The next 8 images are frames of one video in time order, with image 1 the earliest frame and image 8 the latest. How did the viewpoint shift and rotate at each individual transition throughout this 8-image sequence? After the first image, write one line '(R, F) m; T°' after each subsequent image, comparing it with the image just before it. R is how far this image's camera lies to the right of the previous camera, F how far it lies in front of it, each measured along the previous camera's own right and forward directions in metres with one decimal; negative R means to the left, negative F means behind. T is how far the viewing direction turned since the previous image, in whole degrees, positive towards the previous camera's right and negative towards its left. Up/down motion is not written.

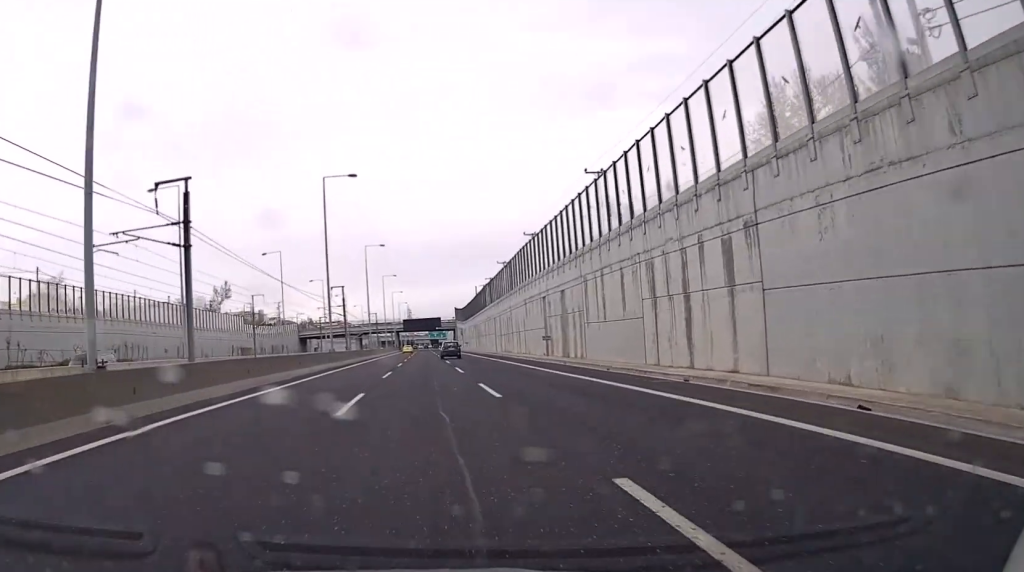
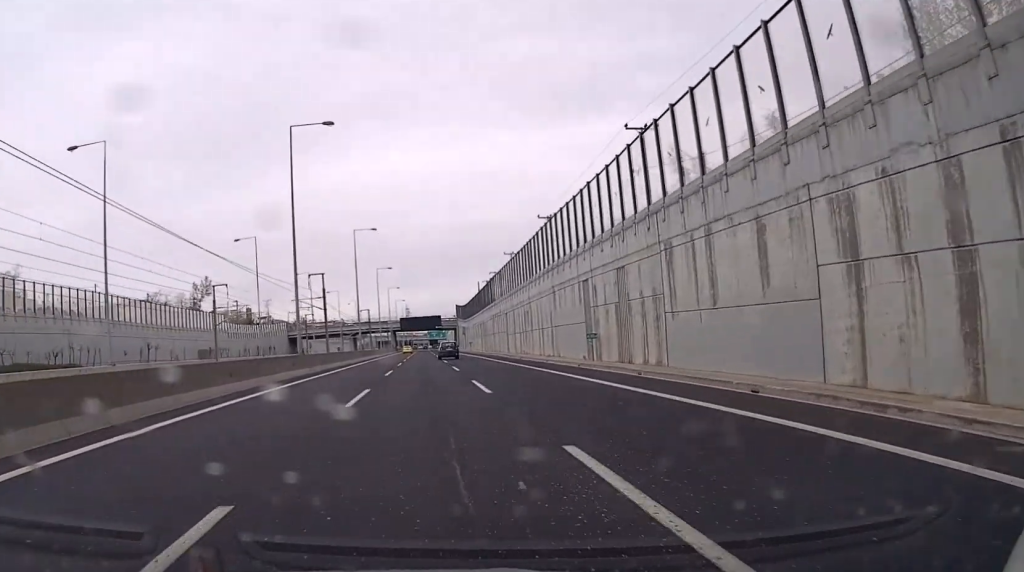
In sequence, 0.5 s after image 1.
(0.0, +14.7) m; 0°
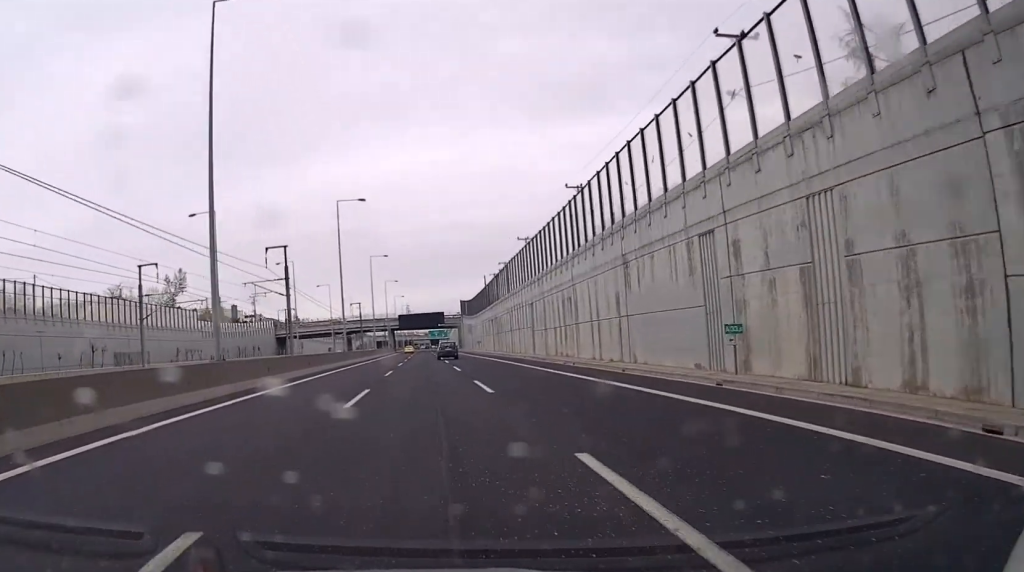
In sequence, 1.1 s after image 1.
(+0.3, +18.6) m; 0°
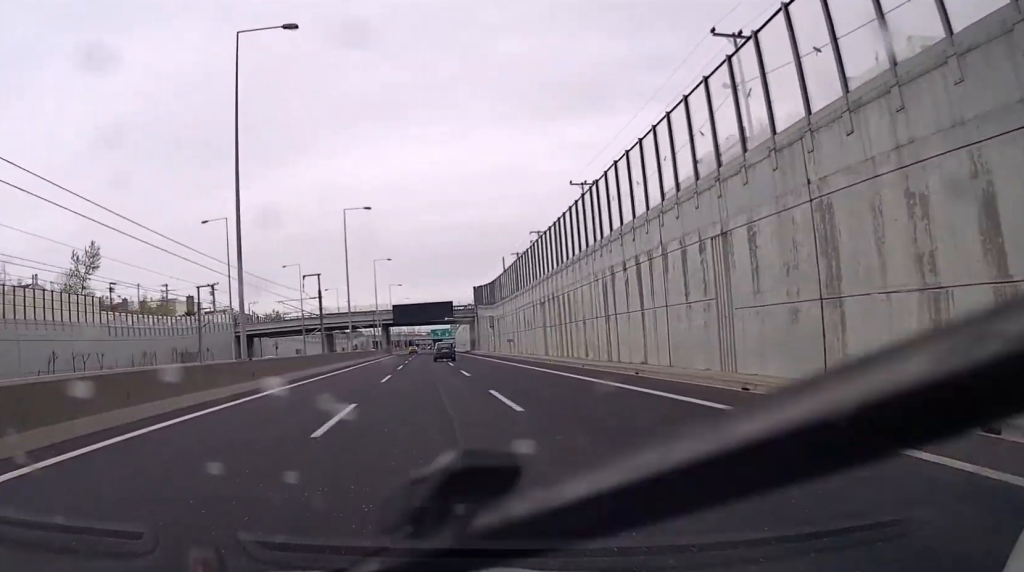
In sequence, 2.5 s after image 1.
(-0.3, +41.6) m; -1°
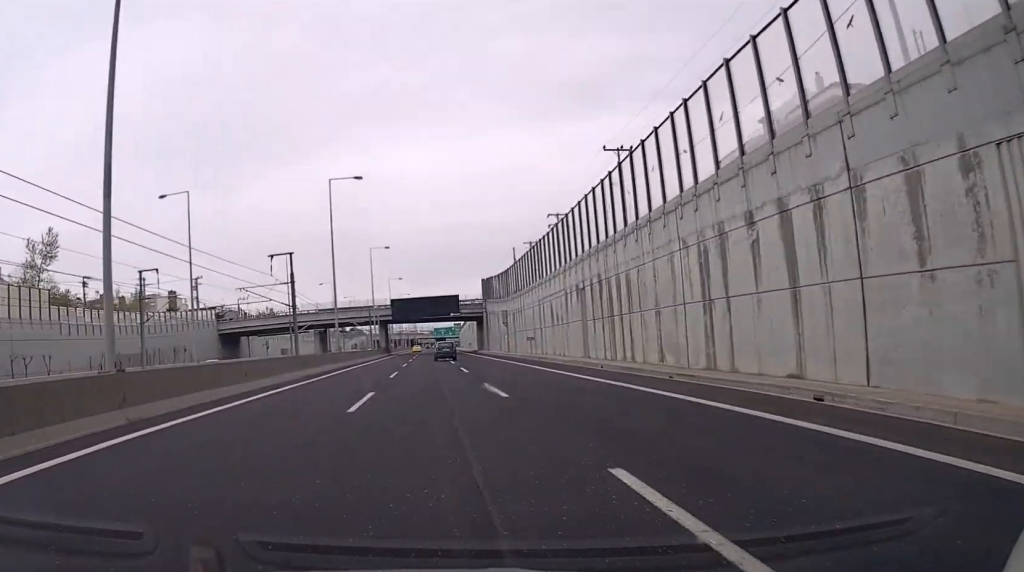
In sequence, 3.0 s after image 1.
(0.0, +13.9) m; 0°
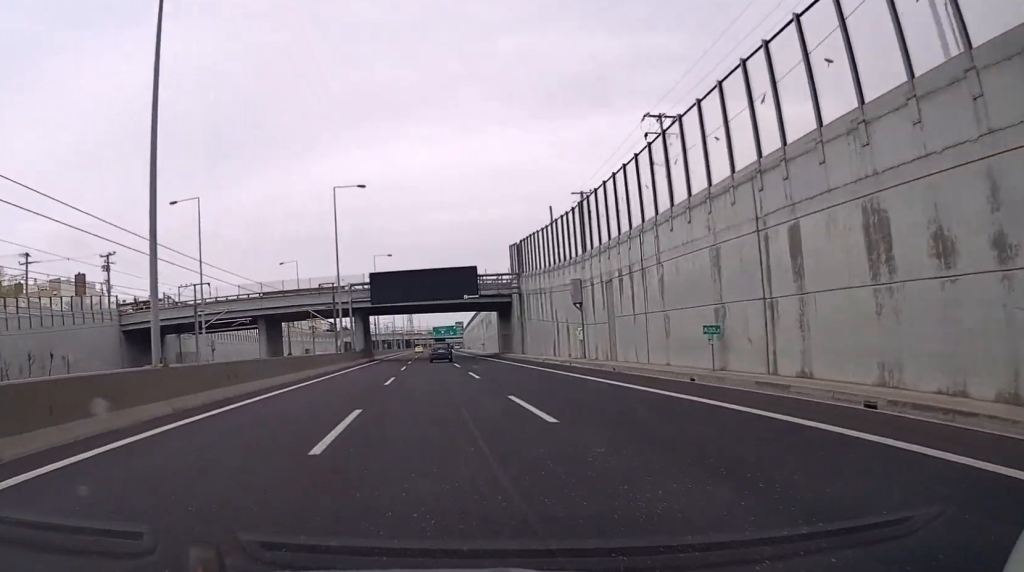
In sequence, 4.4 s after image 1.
(0.0, +42.6) m; 0°
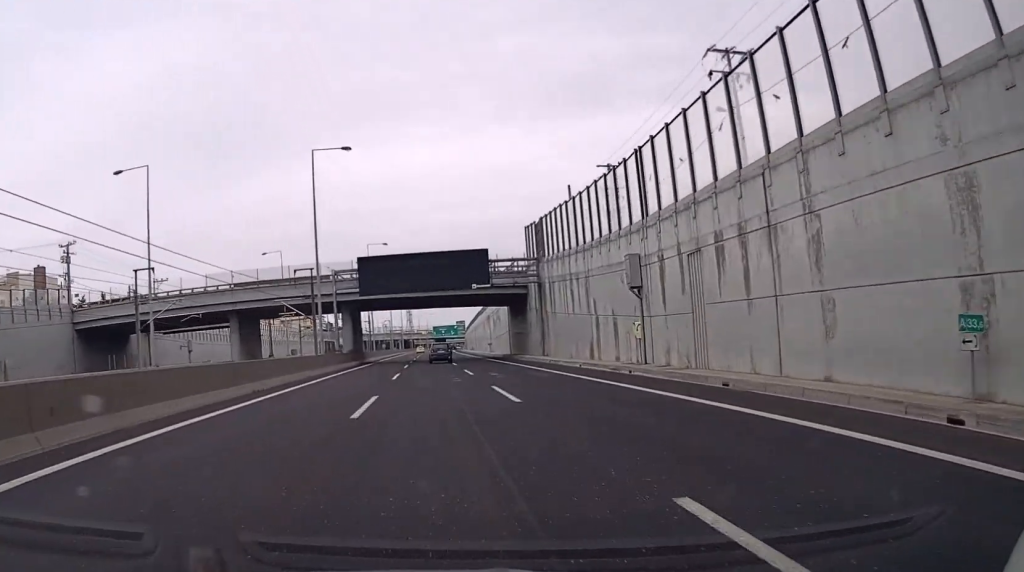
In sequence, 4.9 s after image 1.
(-0.1, +12.9) m; 0°
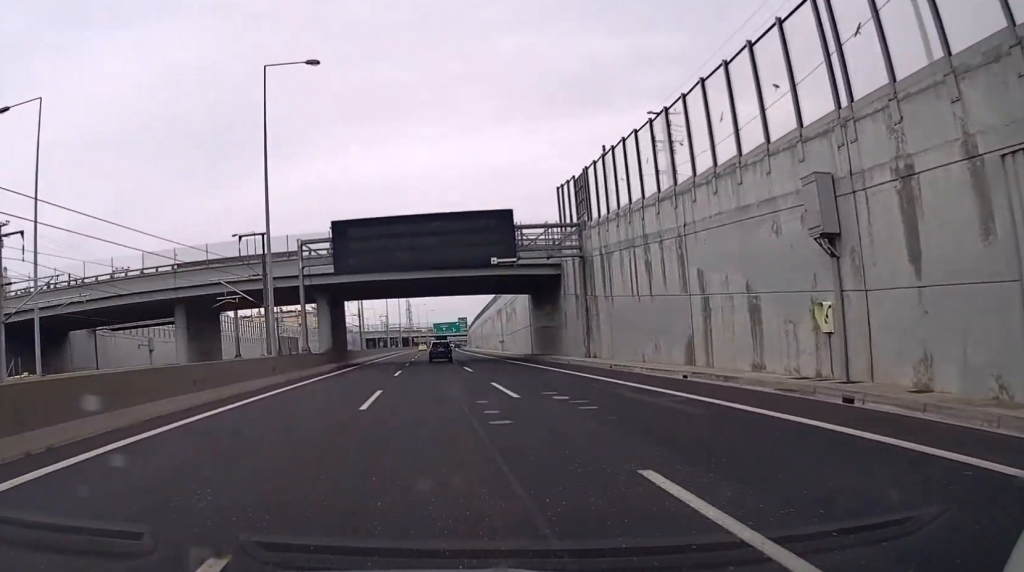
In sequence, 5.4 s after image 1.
(-0.1, +16.8) m; 0°
